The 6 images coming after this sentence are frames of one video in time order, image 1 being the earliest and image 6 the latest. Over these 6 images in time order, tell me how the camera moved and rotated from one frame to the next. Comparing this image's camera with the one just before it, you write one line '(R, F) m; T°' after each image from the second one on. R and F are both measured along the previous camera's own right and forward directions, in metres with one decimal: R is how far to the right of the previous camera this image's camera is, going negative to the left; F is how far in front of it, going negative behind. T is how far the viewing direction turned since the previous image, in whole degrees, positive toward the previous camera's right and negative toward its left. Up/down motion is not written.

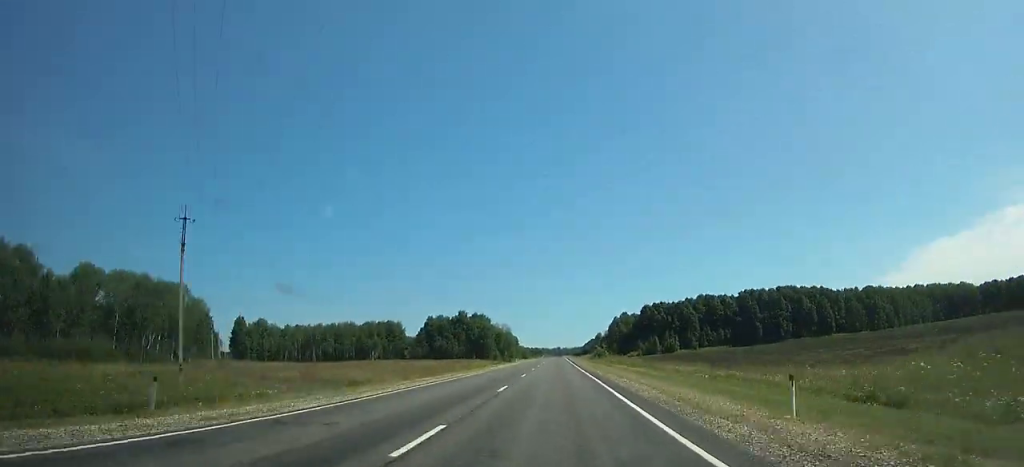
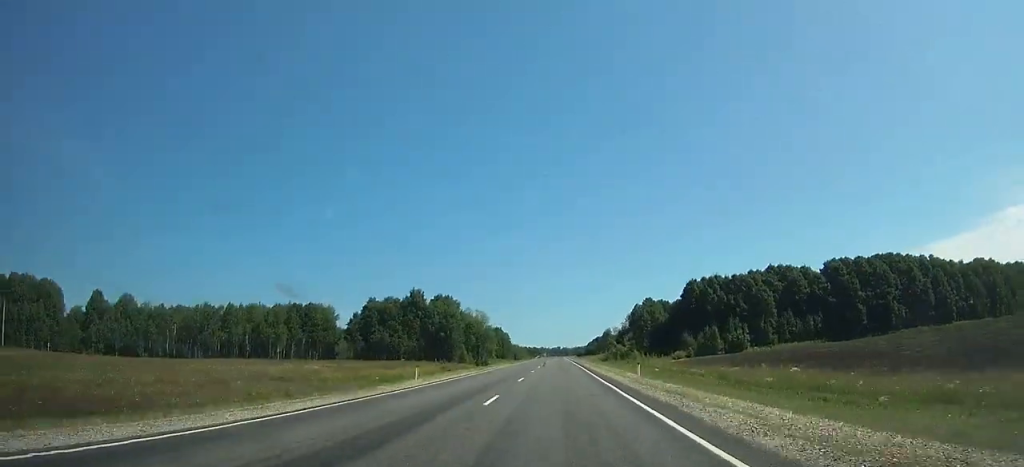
(-0.1, +77.4) m; +2°
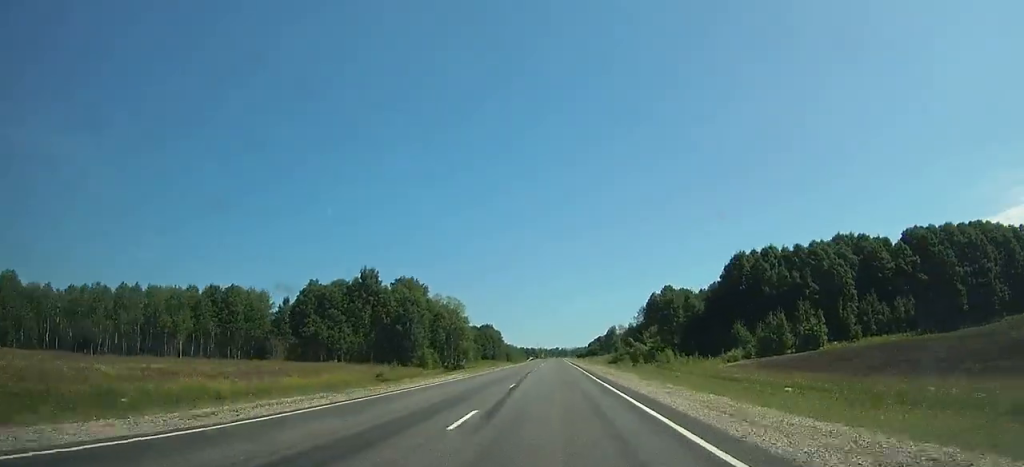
(-0.5, +40.2) m; +1°
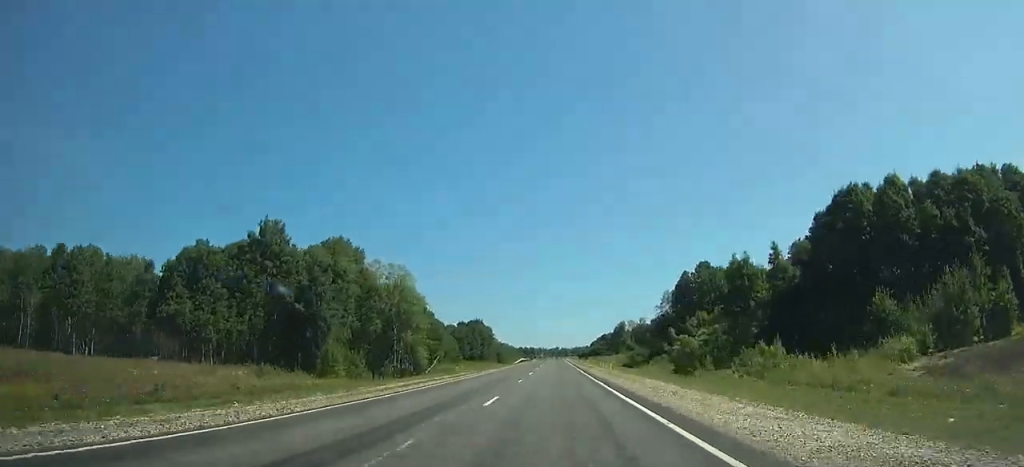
(+2.9, +43.3) m; -2°
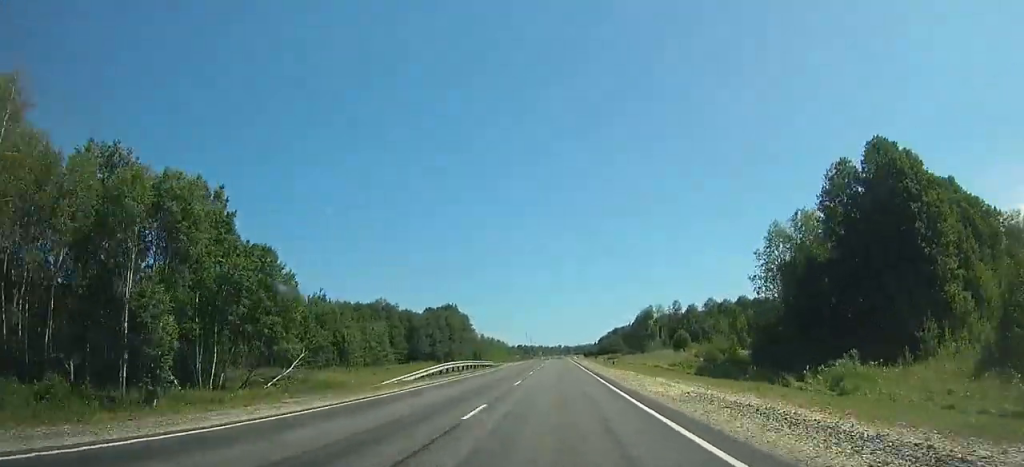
(-2.5, +75.0) m; -3°
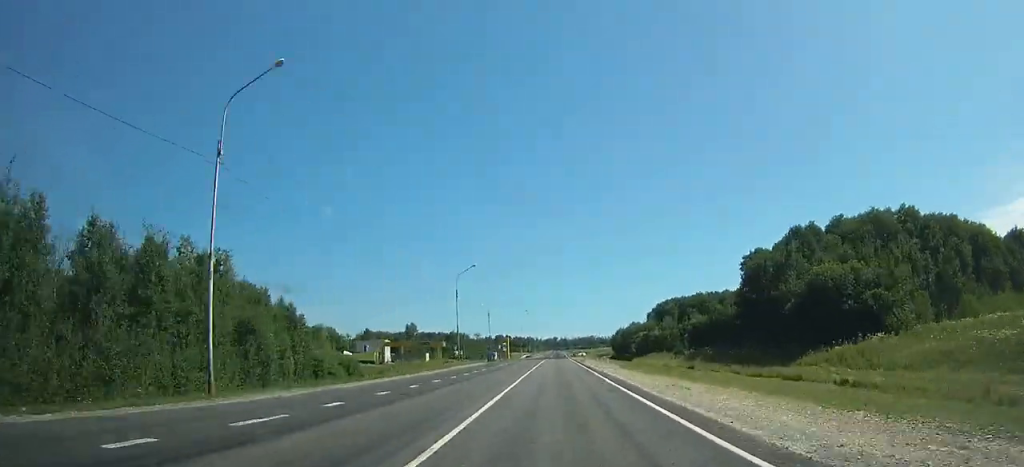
(+2.1, +270.1) m; +2°
